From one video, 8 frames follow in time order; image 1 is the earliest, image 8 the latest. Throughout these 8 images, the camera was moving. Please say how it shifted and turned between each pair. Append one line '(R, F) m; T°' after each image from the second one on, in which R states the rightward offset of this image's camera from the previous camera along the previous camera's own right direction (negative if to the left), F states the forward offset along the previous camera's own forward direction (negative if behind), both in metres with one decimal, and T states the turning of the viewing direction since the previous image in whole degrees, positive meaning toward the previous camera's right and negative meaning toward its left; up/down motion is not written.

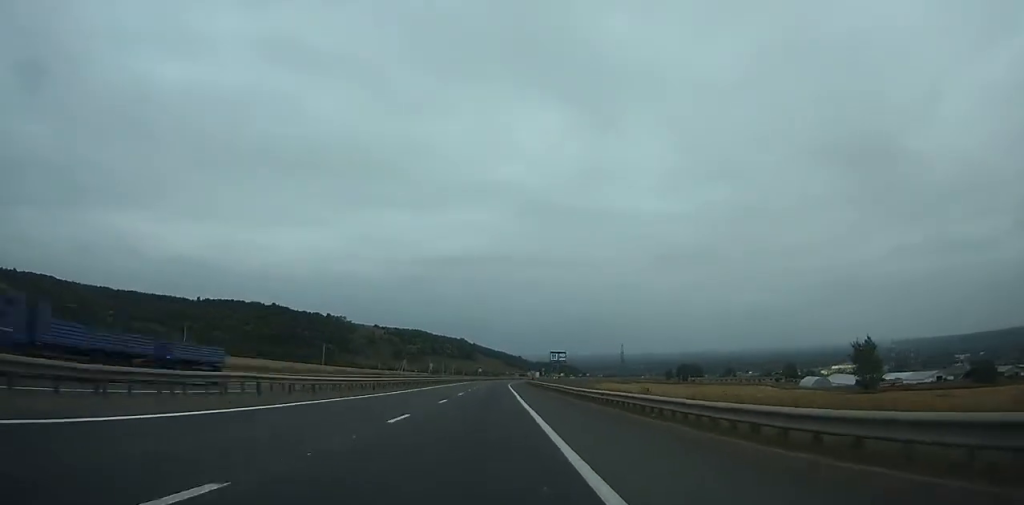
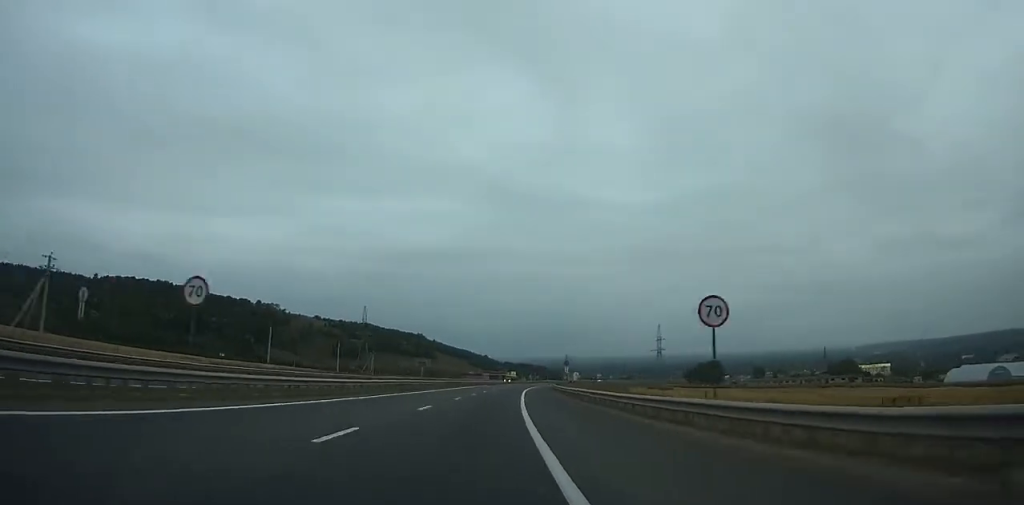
(+2.0, +148.7) m; +3°
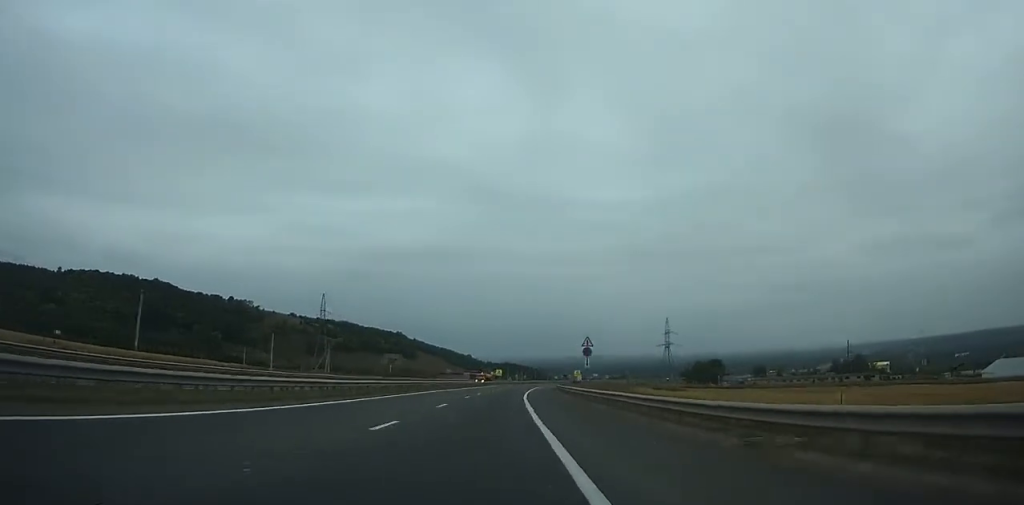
(+0.3, +35.4) m; +2°
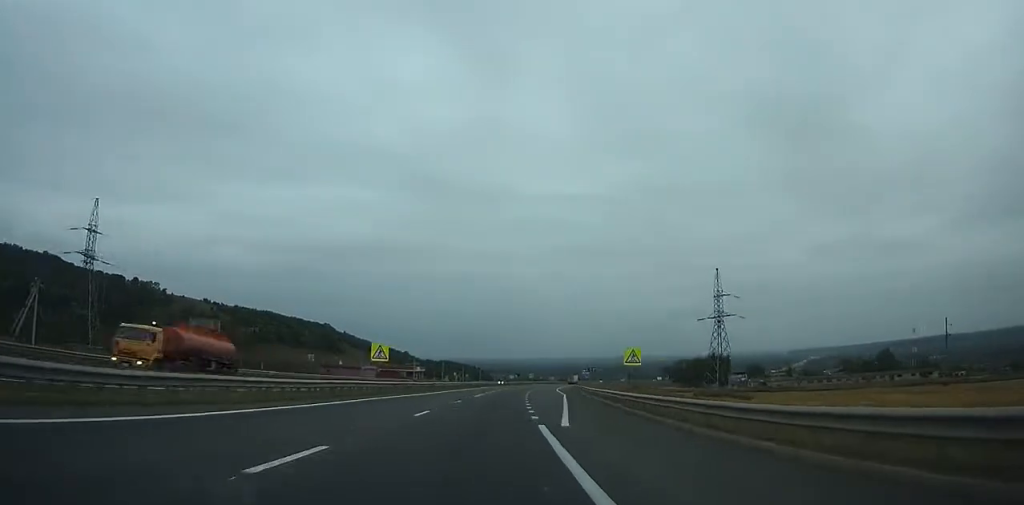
(+3.7, +93.7) m; +5°
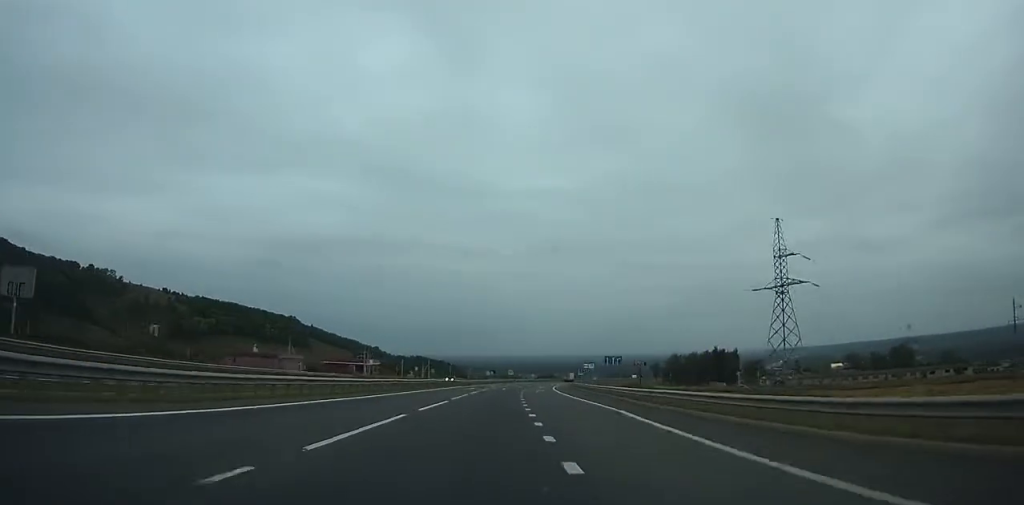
(+1.1, +35.4) m; +2°
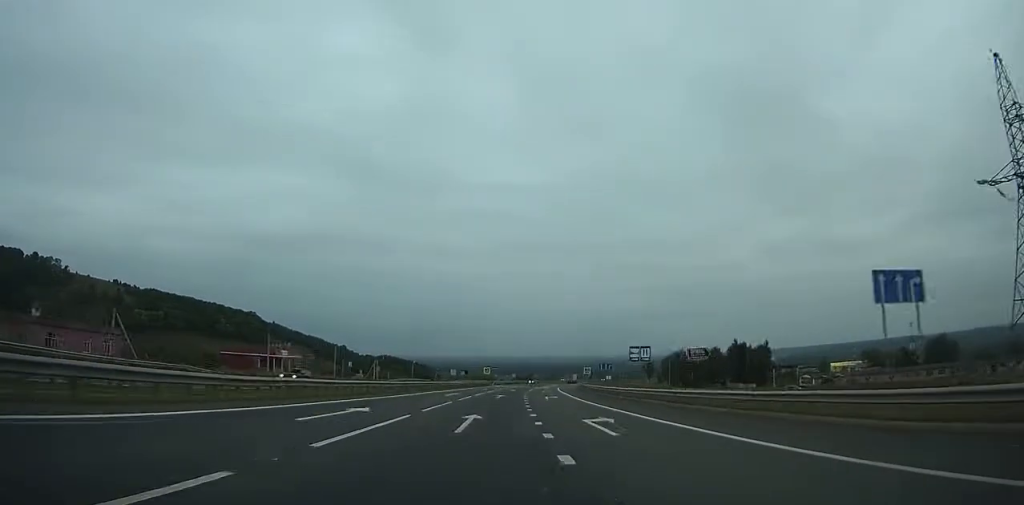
(+1.3, +48.1) m; +3°
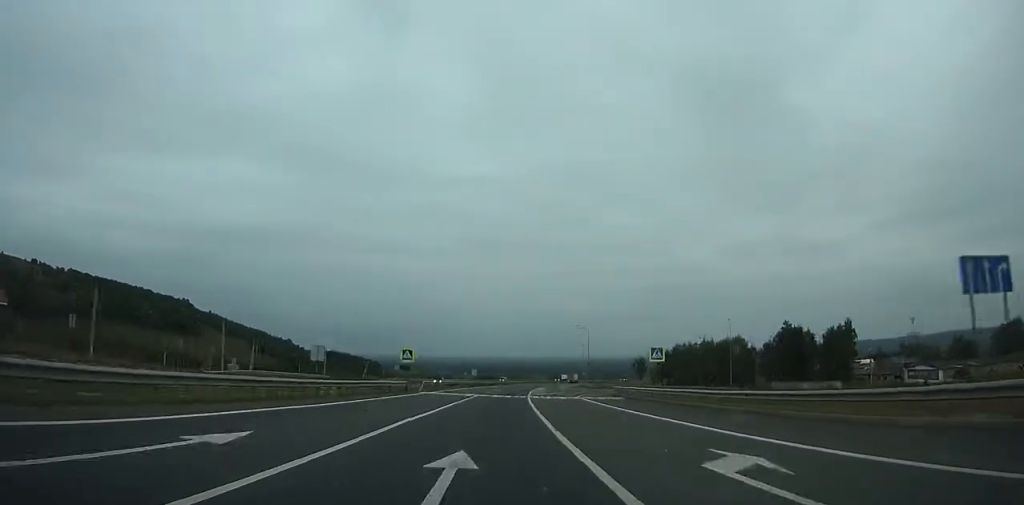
(+2.4, +66.8) m; +4°
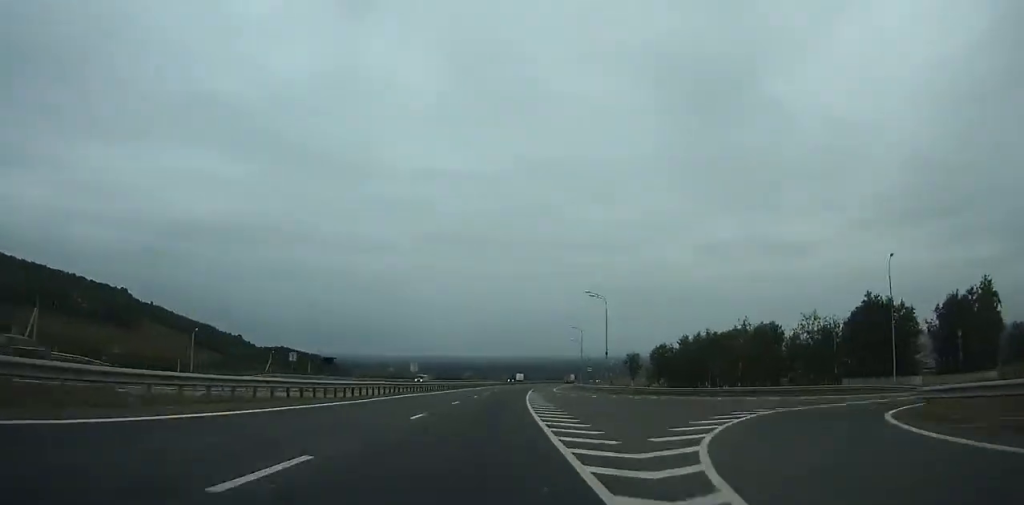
(+1.2, +51.3) m; +3°
